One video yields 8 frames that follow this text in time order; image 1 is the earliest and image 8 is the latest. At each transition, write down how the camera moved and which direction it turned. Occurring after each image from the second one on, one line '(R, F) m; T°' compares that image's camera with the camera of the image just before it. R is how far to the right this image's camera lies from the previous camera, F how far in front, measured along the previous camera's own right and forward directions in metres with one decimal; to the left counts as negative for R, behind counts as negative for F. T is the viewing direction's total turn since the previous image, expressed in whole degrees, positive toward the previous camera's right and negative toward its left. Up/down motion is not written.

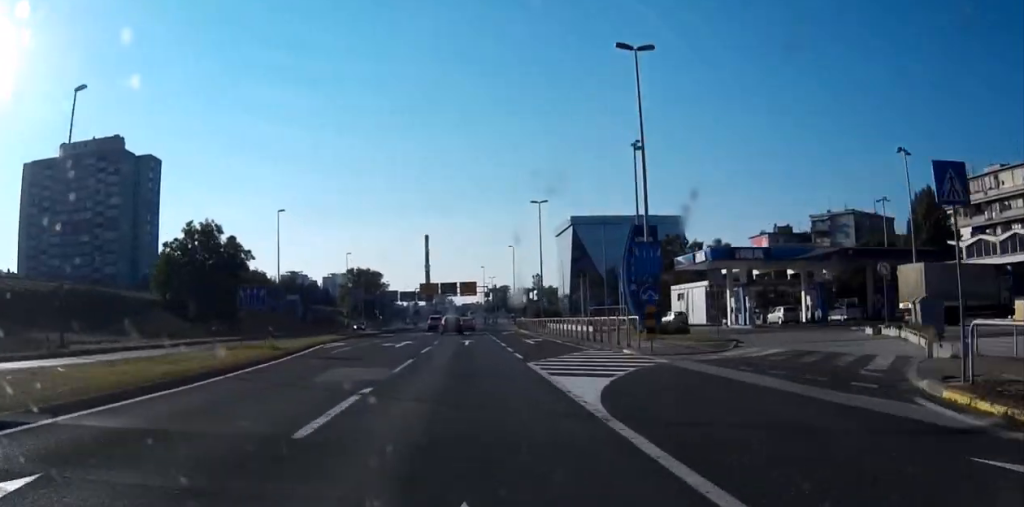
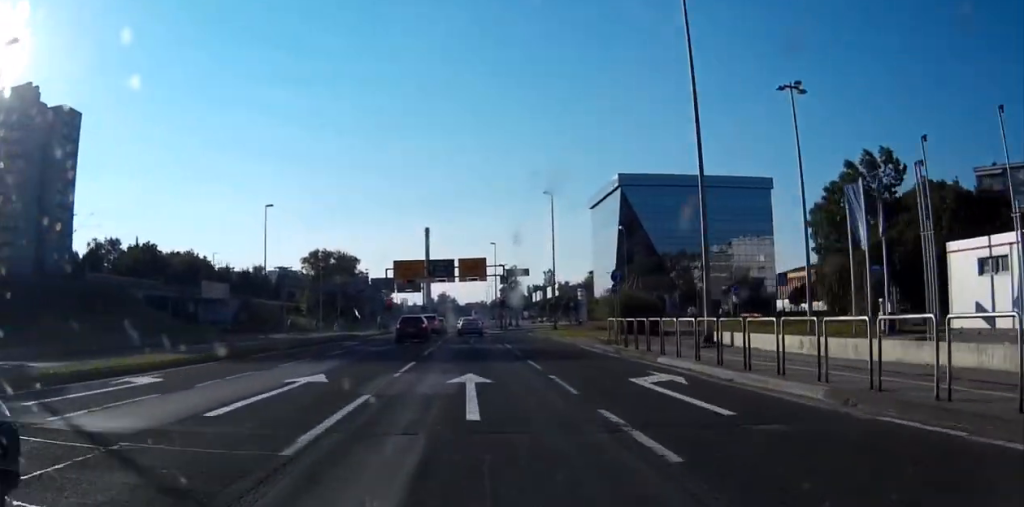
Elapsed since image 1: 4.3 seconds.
(-0.1, +43.4) m; 0°
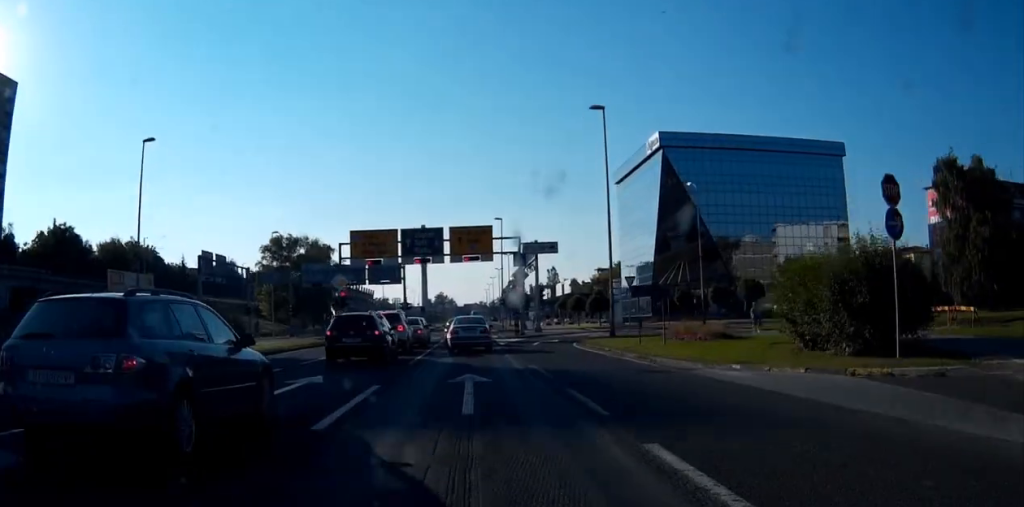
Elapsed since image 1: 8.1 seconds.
(-0.2, +23.8) m; -1°
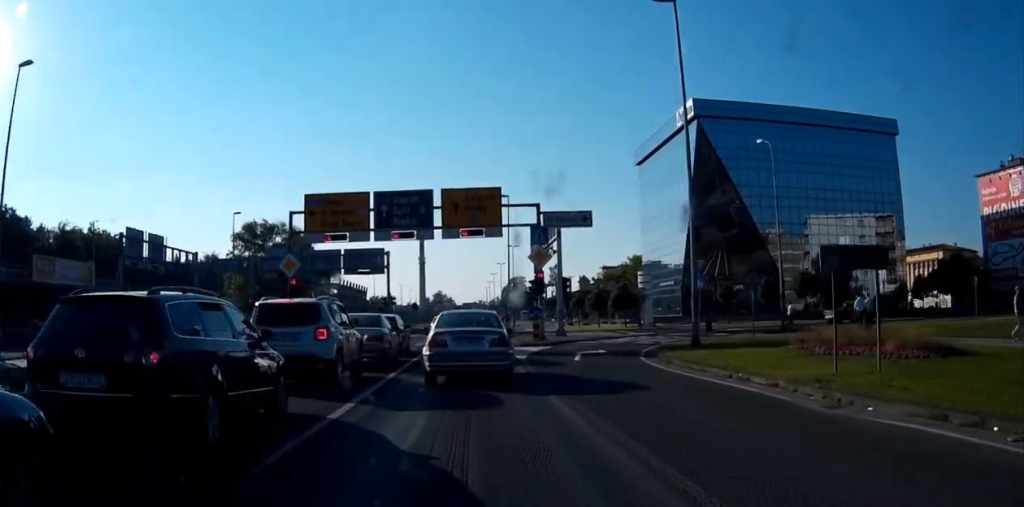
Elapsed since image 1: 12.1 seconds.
(-0.1, +12.7) m; -1°
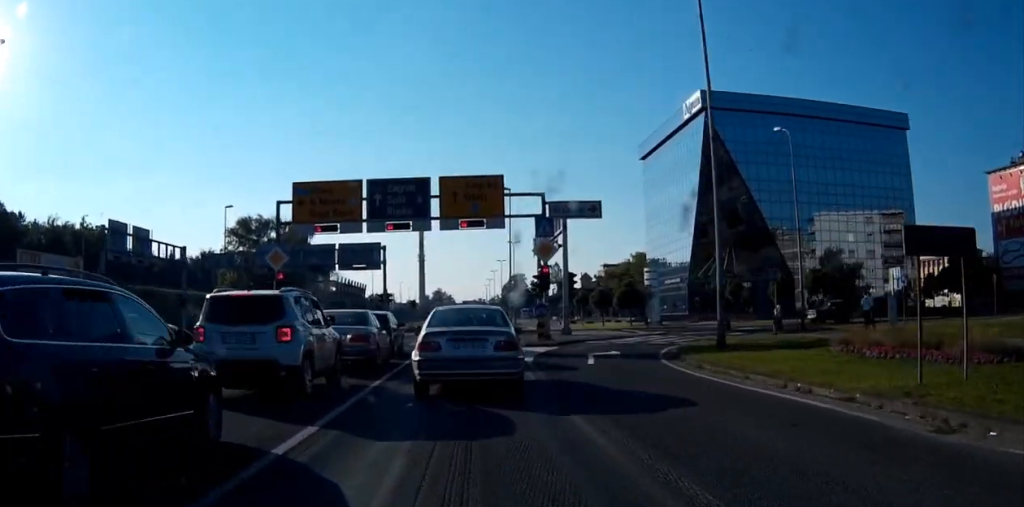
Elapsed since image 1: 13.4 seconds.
(0.0, +1.7) m; 0°
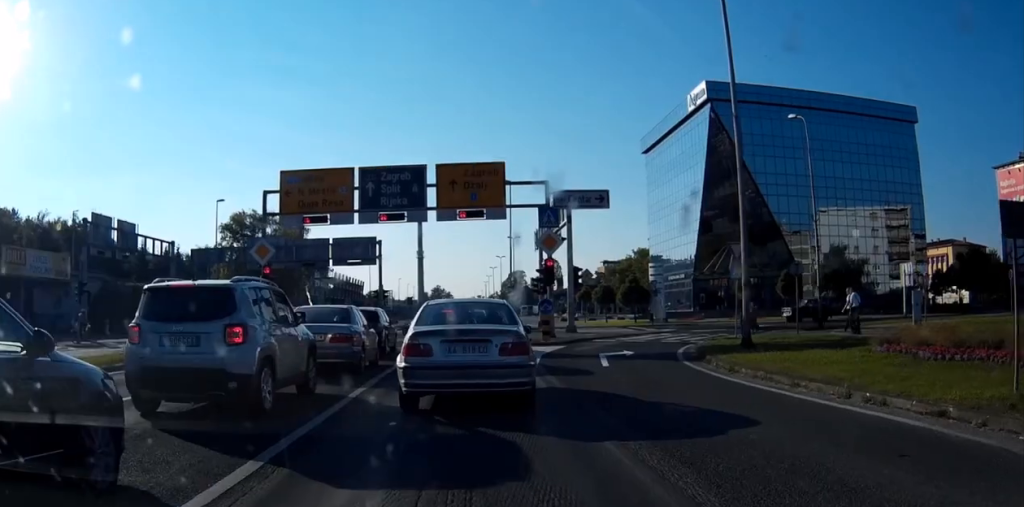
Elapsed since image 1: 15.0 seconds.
(0.0, +1.7) m; 0°
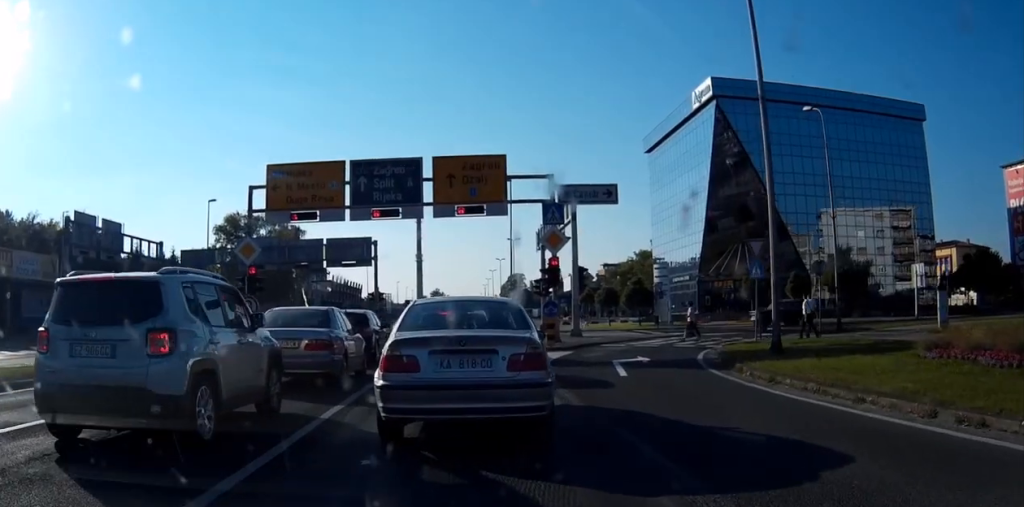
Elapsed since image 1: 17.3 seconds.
(-0.1, +1.6) m; 0°
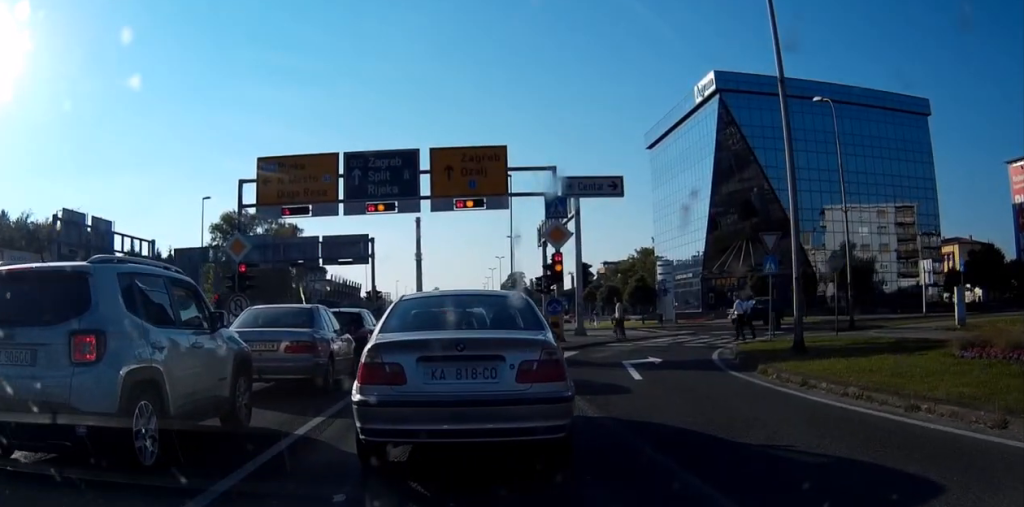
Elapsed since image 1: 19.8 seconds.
(0.0, +2.4) m; 0°
